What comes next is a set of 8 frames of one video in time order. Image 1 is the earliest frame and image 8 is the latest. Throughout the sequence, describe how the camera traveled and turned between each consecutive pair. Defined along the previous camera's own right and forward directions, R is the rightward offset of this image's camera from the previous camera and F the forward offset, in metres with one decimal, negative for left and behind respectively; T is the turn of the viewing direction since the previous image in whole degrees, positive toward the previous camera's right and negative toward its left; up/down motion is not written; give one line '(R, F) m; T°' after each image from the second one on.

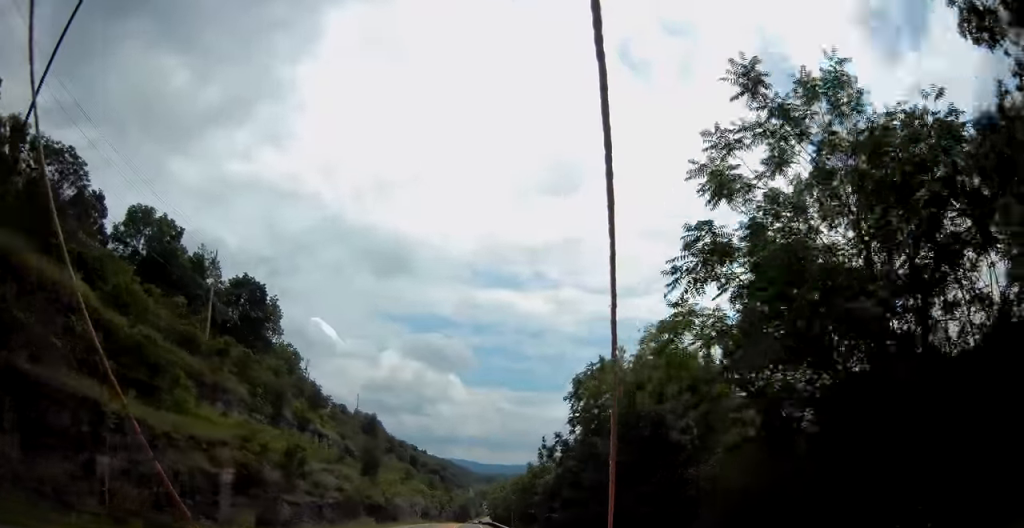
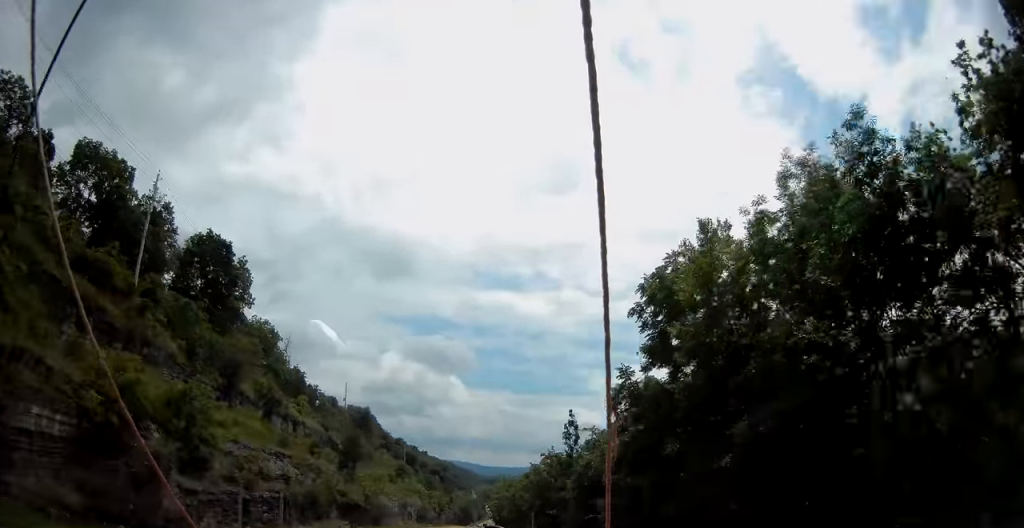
(-0.1, +16.8) m; -1°
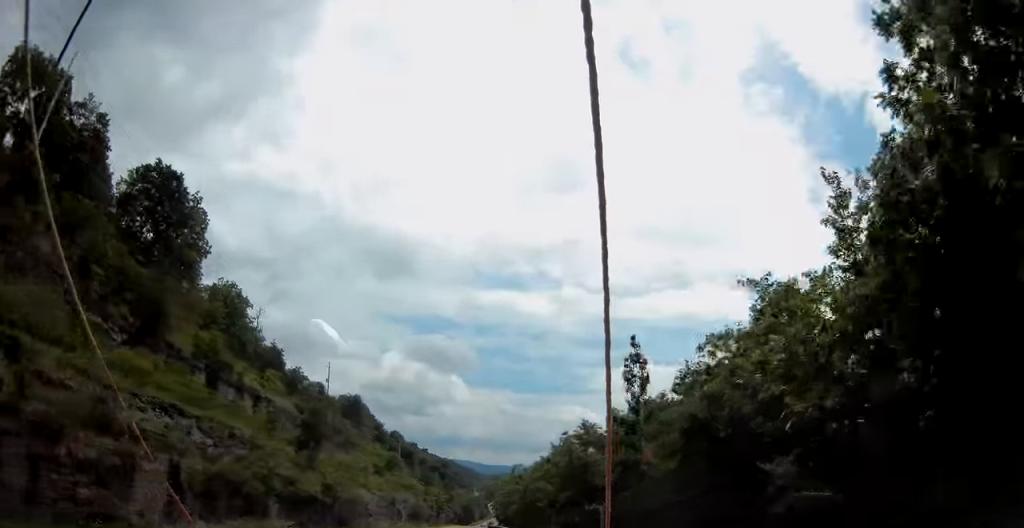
(-0.1, +18.4) m; 0°
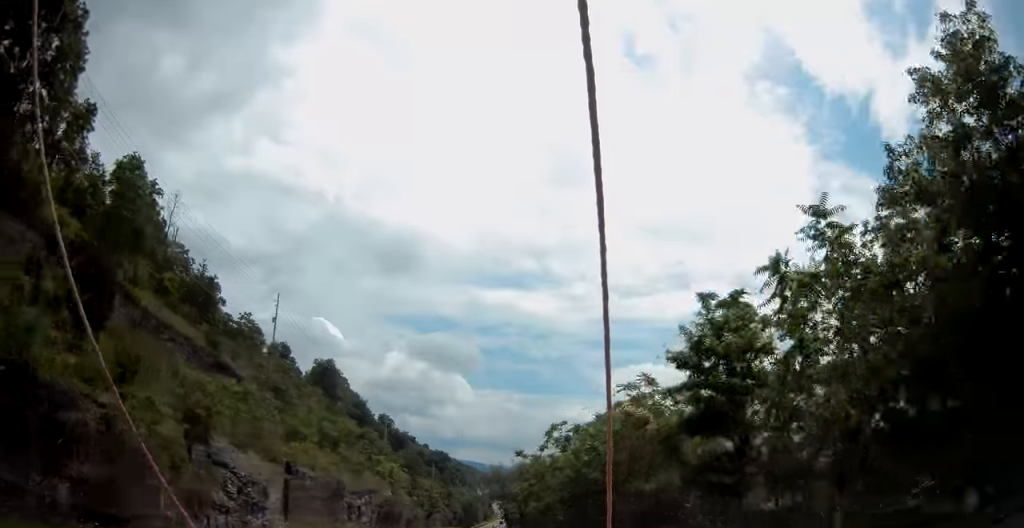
(0.0, +36.8) m; 0°
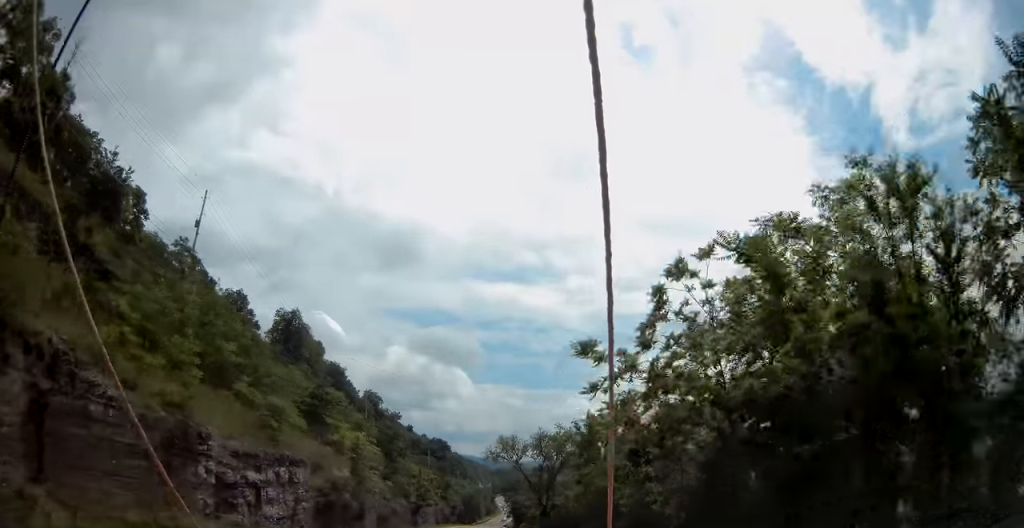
(0.0, +28.4) m; 0°
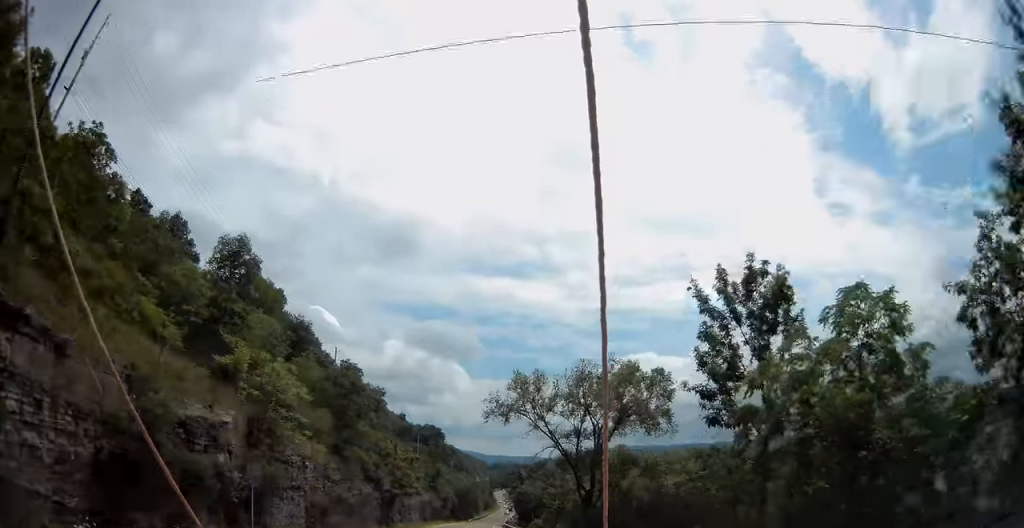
(-0.1, +26.8) m; 0°
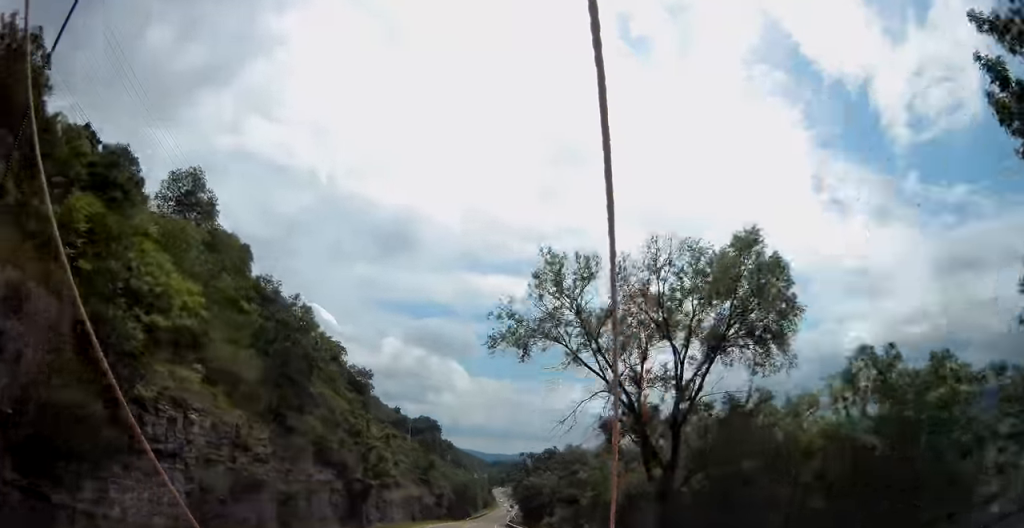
(0.0, +16.7) m; 0°
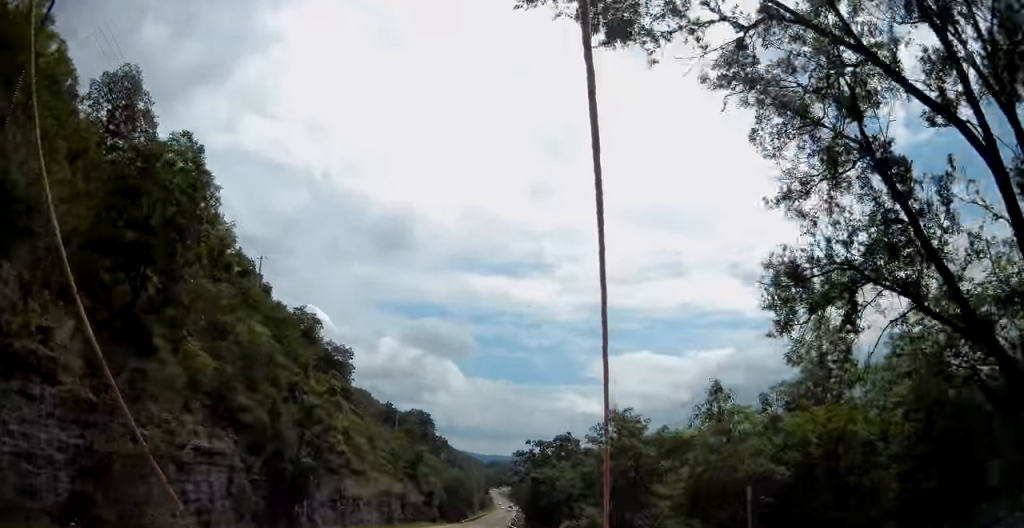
(+0.2, +18.1) m; +1°
